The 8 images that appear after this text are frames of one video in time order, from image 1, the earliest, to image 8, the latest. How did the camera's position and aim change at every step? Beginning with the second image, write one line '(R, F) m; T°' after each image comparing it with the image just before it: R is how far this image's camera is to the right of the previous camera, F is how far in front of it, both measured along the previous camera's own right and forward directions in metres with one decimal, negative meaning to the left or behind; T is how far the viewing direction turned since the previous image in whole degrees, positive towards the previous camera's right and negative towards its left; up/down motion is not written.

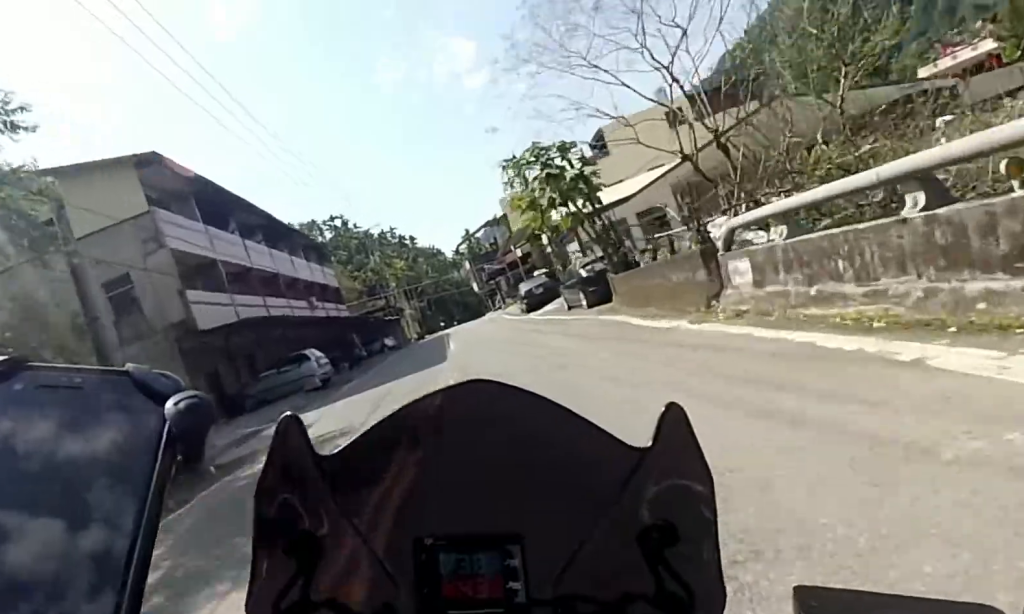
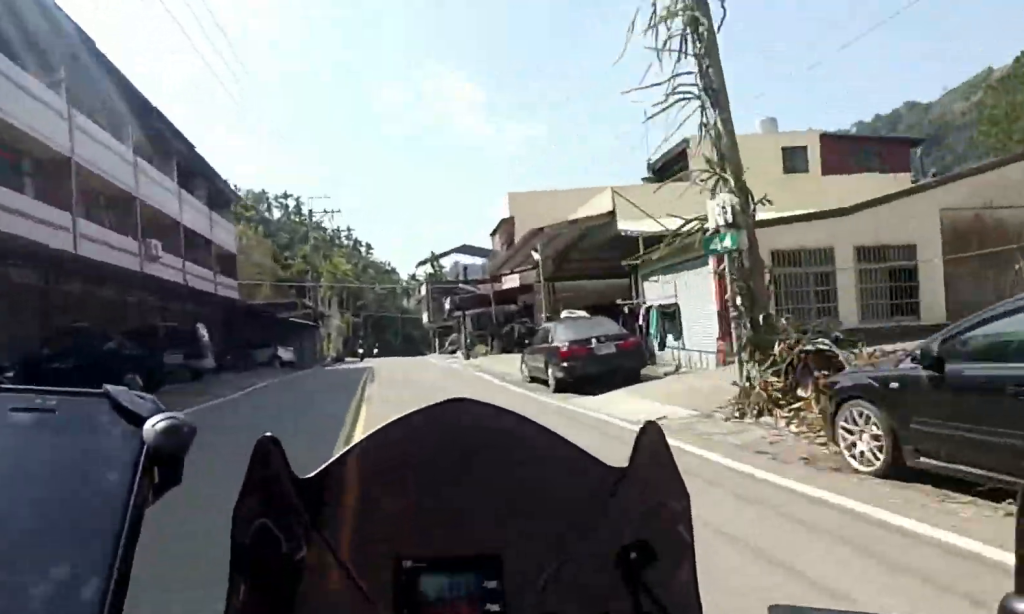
(0.0, +16.2) m; 0°
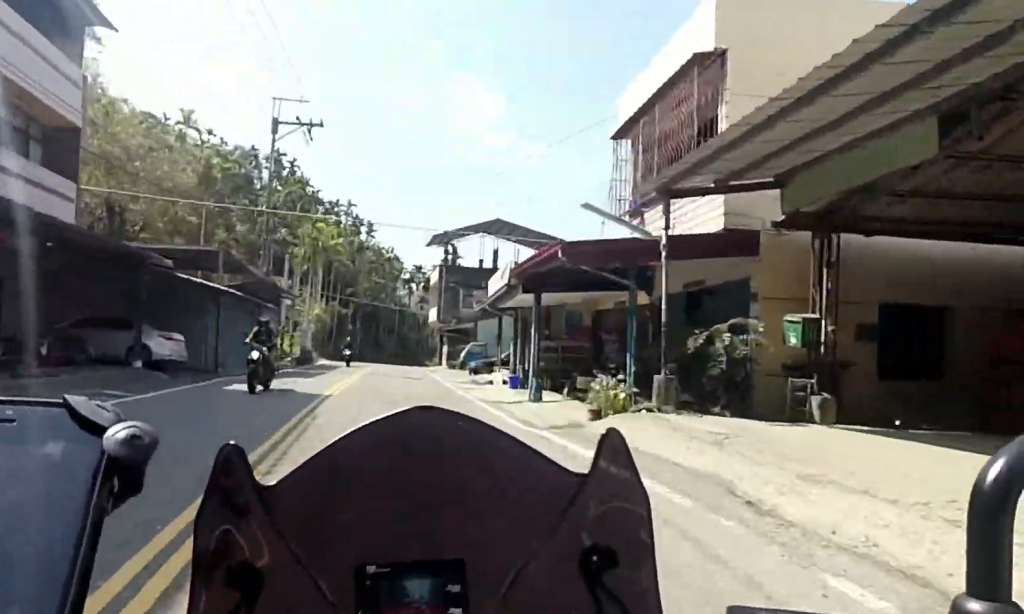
(+0.1, +17.1) m; +4°
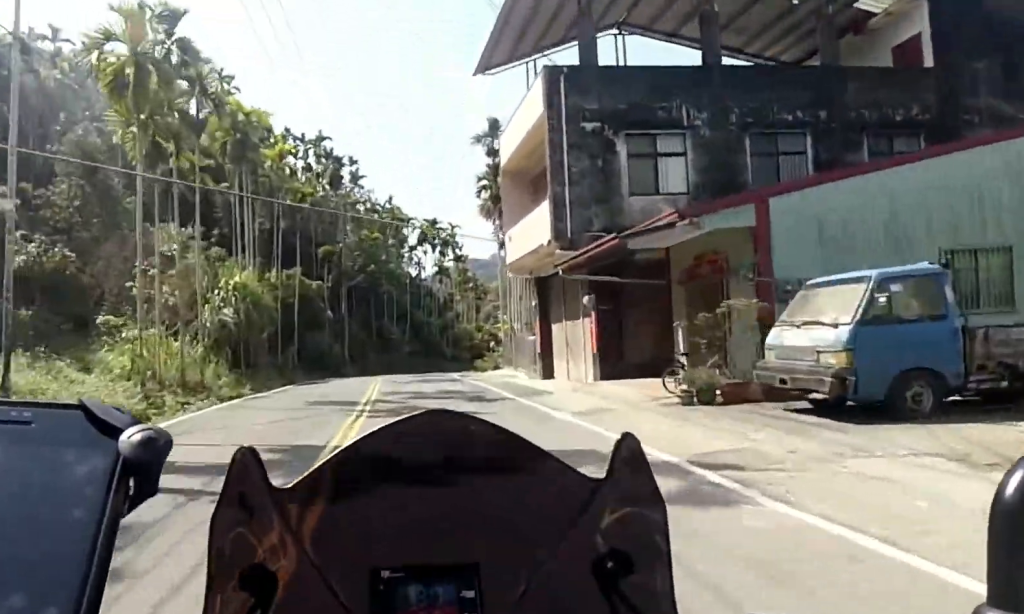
(+2.2, +31.9) m; +6°
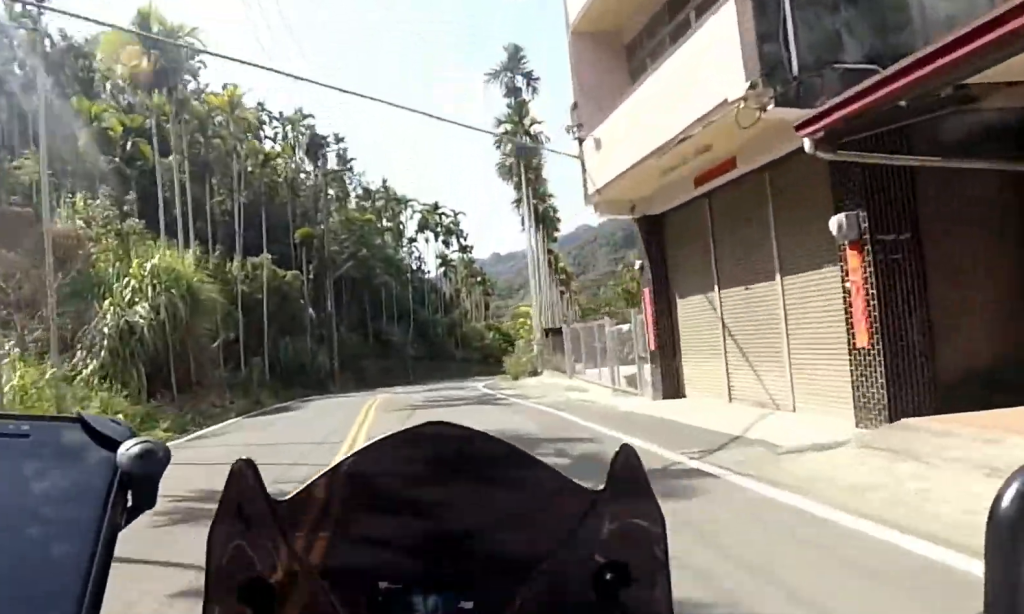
(-0.8, +9.0) m; +2°
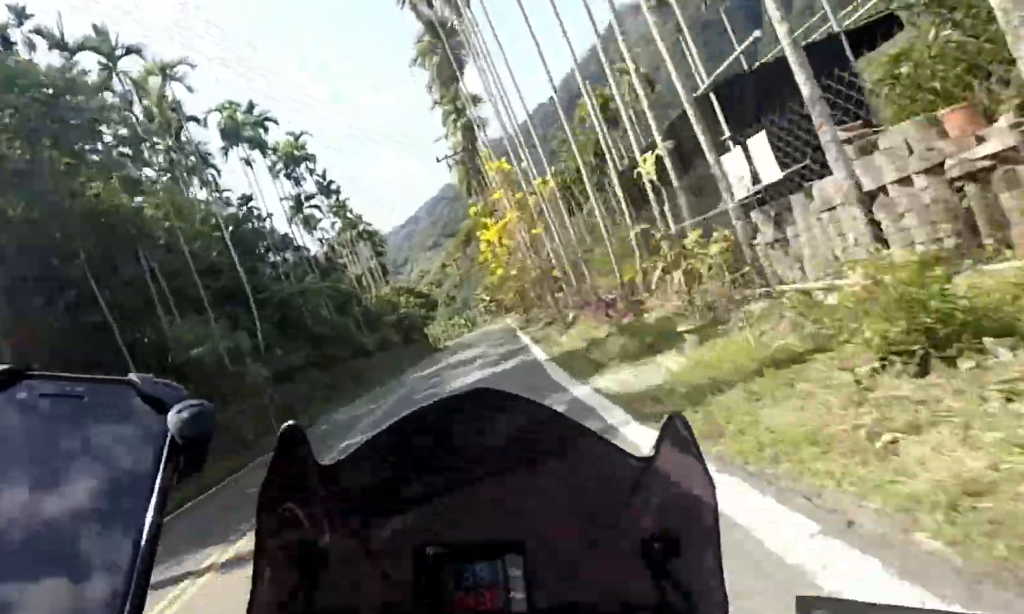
(+2.8, +26.5) m; +6°
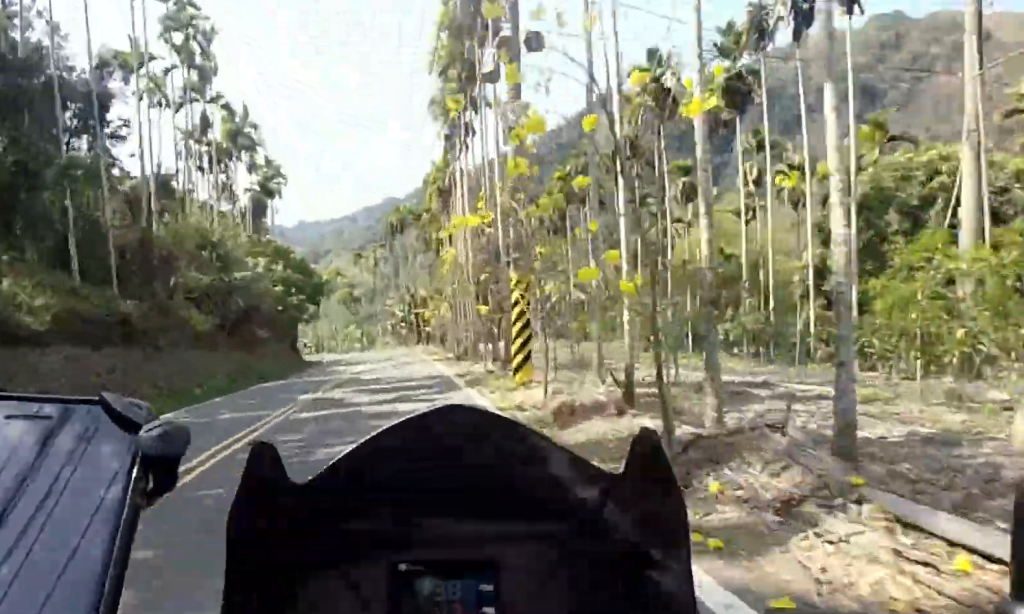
(-0.3, +23.4) m; -1°
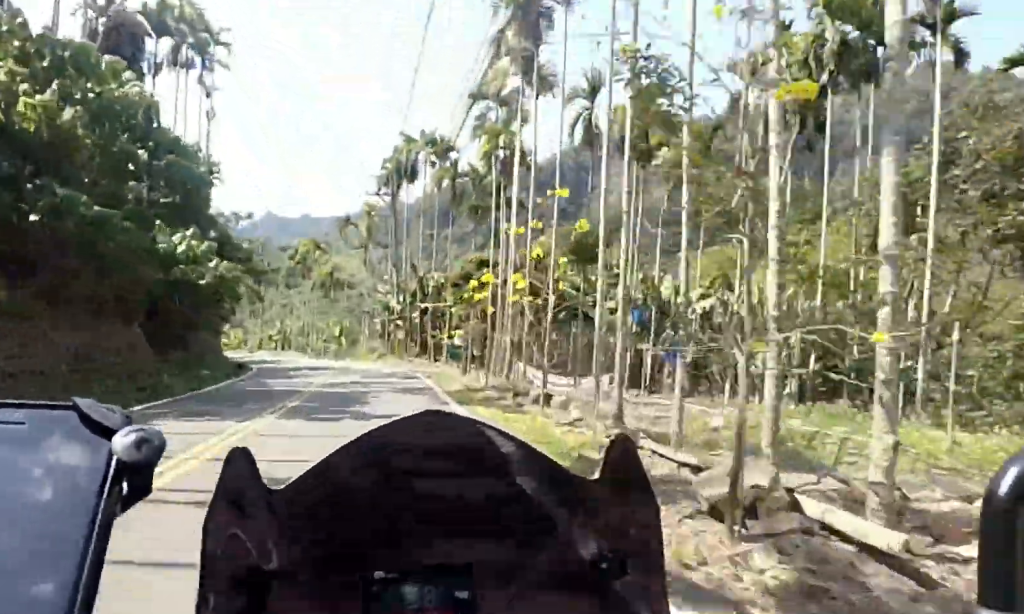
(-0.1, +21.2) m; -1°
